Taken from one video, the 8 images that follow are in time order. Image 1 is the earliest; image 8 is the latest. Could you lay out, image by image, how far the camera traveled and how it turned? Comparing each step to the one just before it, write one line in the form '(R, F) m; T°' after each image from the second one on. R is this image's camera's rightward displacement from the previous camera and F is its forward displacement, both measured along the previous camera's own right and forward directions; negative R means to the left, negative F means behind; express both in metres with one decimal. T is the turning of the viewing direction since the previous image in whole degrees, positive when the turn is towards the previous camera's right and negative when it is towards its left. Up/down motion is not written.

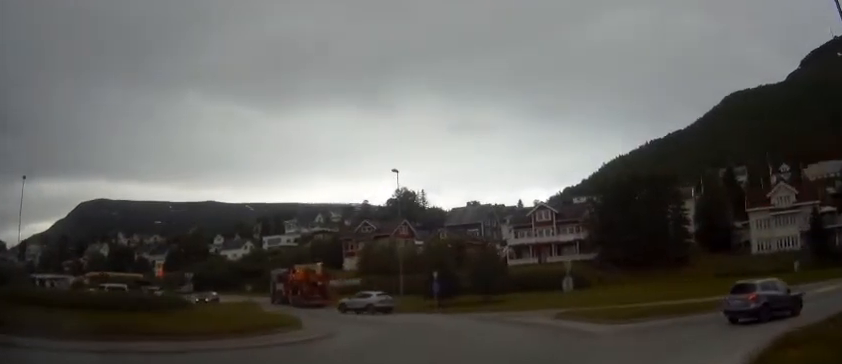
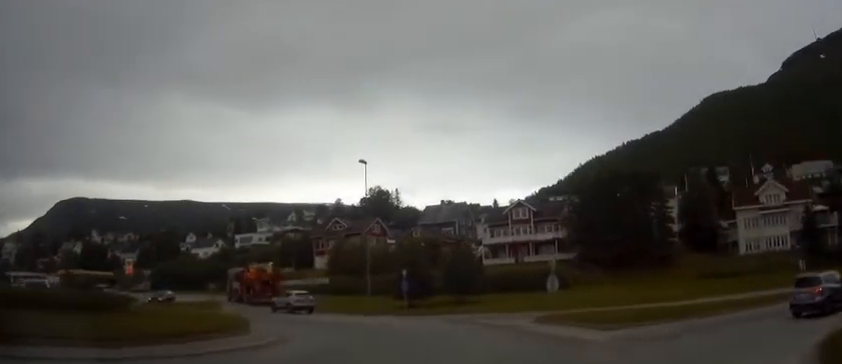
(+0.3, +3.3) m; +2°
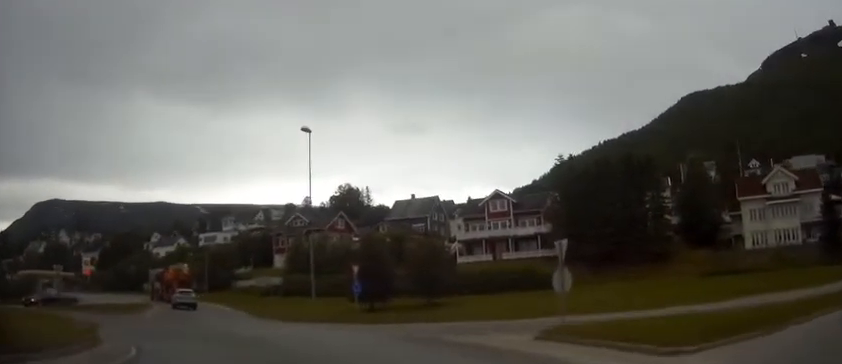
(+0.1, +8.7) m; +6°
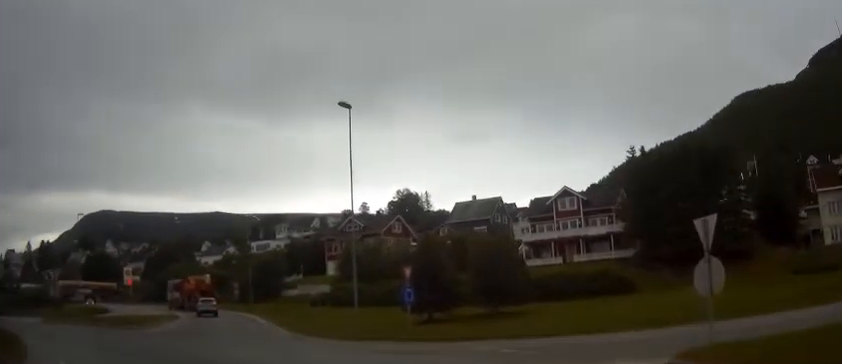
(+0.3, +6.7) m; -5°
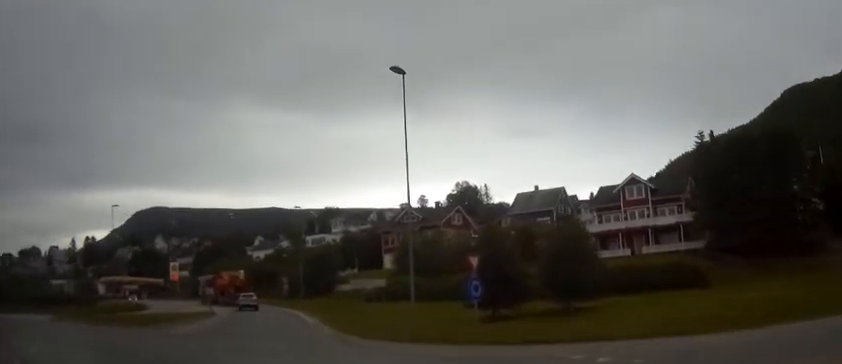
(-0.2, +4.3) m; -13°
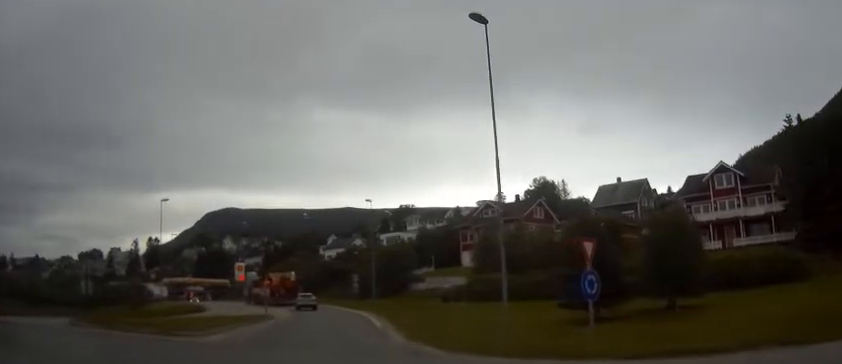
(-0.5, +5.2) m; -25°
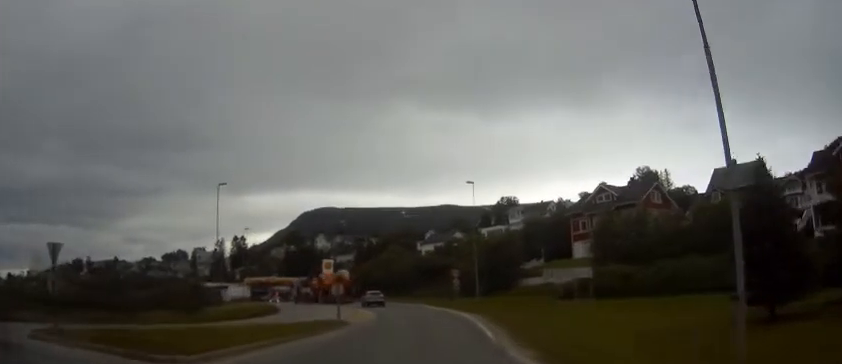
(-2.6, +9.0) m; -10°
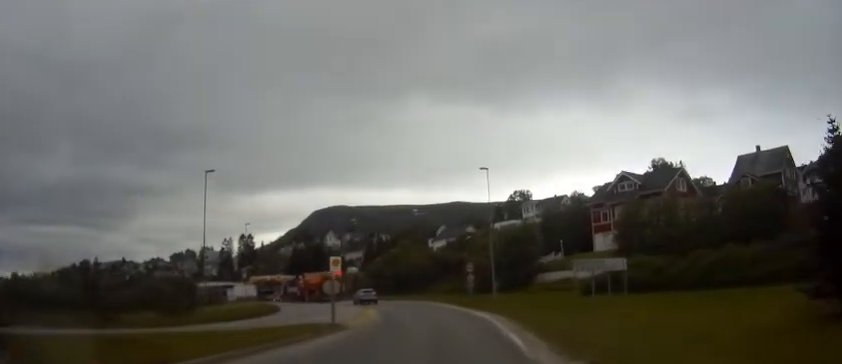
(+0.3, +4.6) m; +6°
